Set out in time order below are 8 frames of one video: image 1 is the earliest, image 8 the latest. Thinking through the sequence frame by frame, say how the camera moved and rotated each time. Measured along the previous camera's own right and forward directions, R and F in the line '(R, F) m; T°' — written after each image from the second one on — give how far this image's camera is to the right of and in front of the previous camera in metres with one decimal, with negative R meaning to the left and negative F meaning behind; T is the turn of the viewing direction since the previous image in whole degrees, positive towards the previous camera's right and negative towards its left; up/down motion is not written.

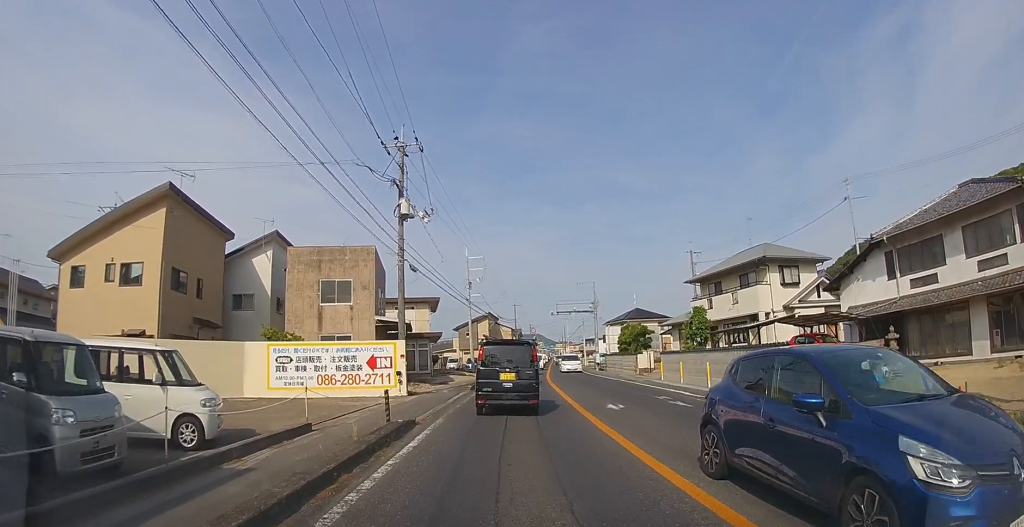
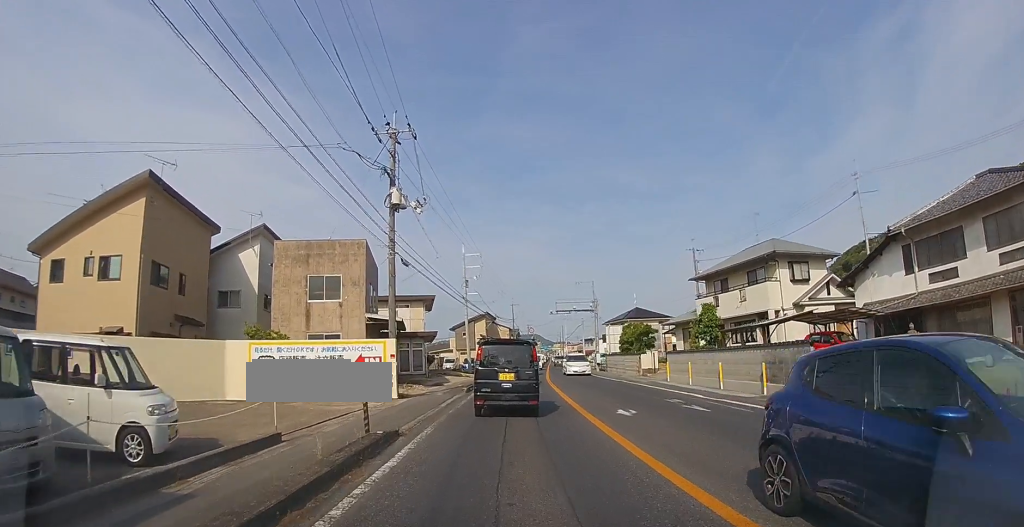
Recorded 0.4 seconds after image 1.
(0.0, +1.4) m; 0°
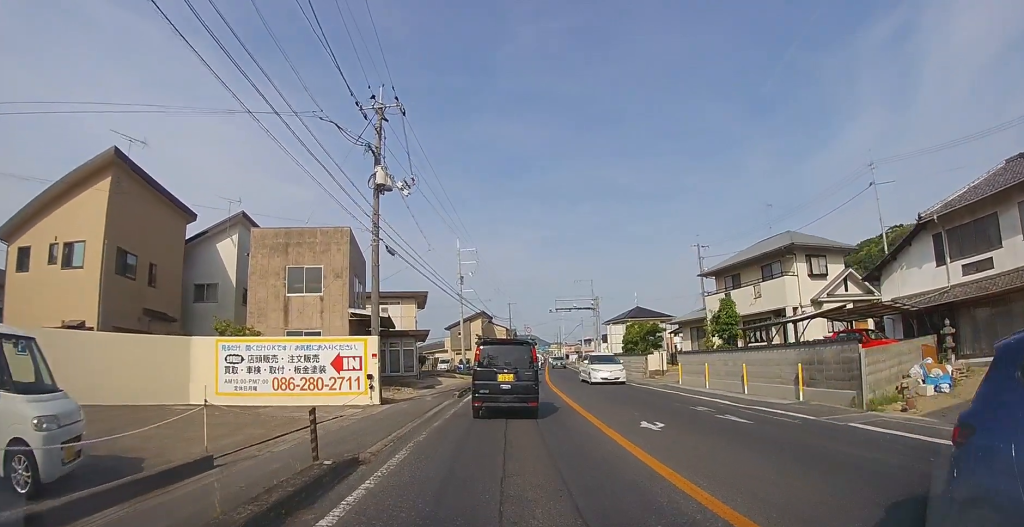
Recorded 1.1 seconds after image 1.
(0.0, +2.2) m; 0°
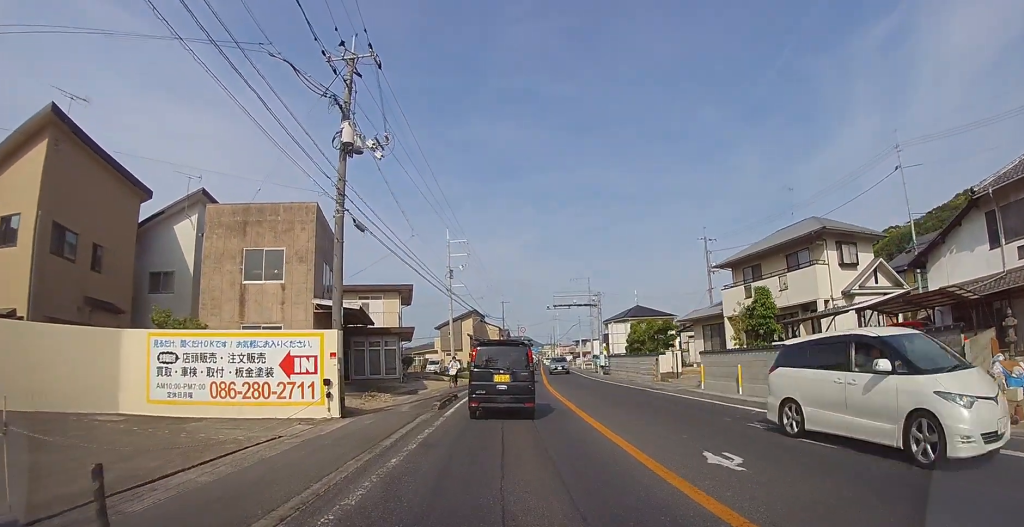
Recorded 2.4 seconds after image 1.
(0.0, +3.5) m; 0°
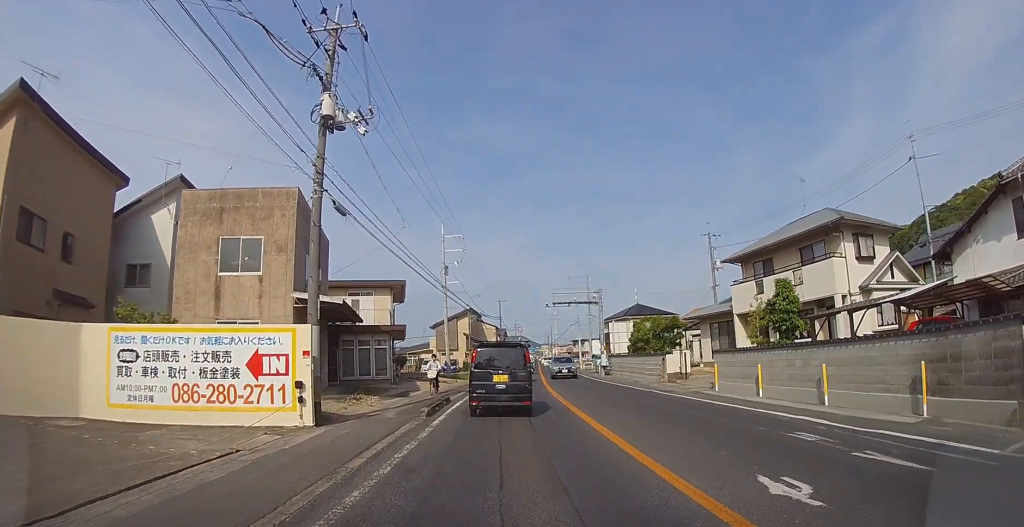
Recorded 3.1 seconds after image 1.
(0.0, +1.7) m; +2°
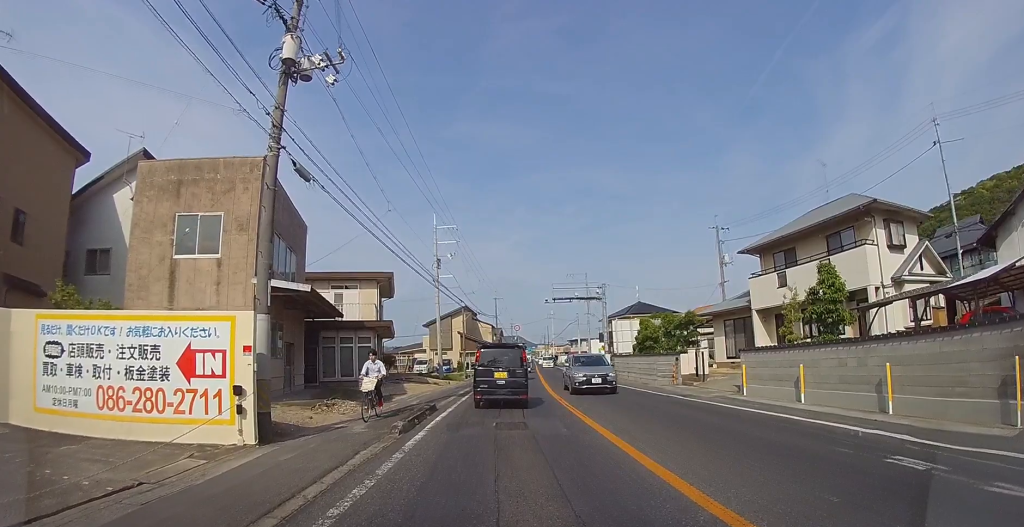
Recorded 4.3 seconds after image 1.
(+0.1, +2.7) m; +3°
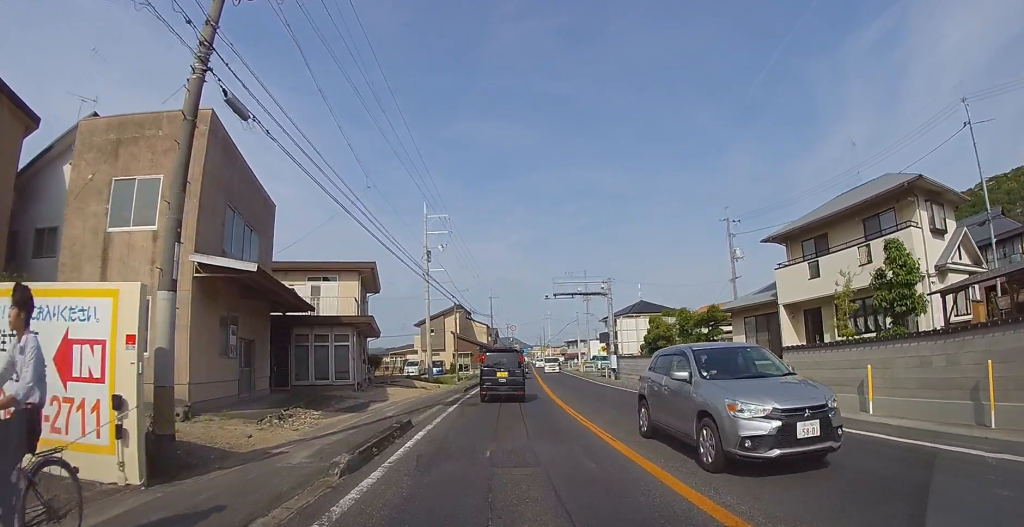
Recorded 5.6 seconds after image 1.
(0.0, +2.9) m; -1°
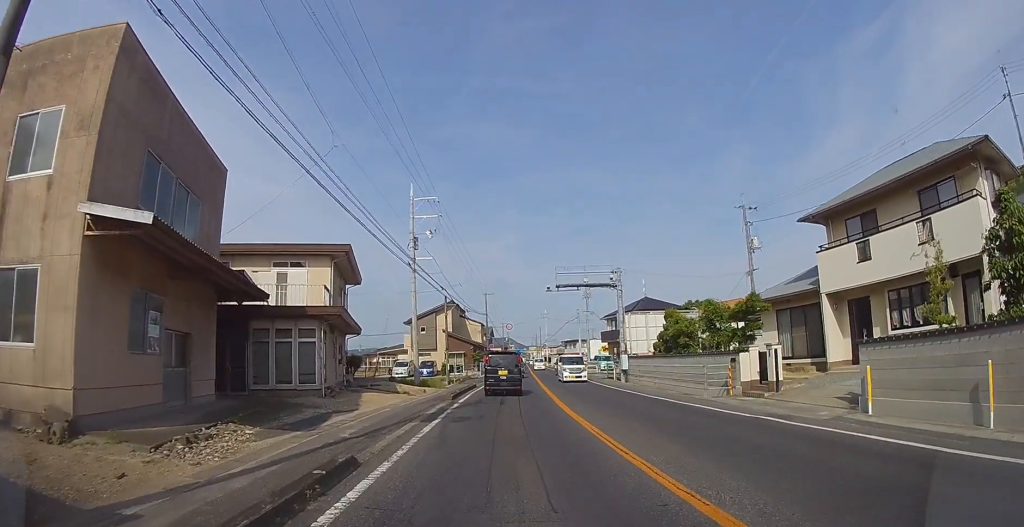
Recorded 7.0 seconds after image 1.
(0.0, +3.6) m; -1°
